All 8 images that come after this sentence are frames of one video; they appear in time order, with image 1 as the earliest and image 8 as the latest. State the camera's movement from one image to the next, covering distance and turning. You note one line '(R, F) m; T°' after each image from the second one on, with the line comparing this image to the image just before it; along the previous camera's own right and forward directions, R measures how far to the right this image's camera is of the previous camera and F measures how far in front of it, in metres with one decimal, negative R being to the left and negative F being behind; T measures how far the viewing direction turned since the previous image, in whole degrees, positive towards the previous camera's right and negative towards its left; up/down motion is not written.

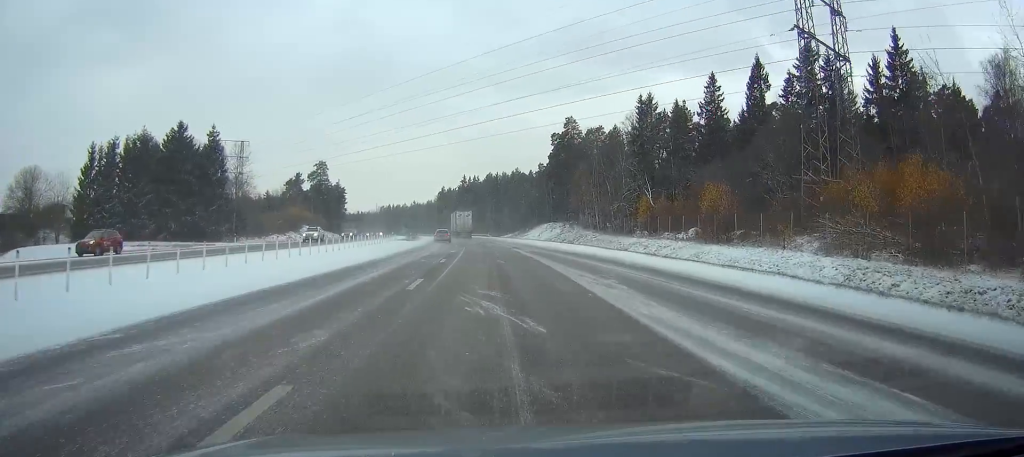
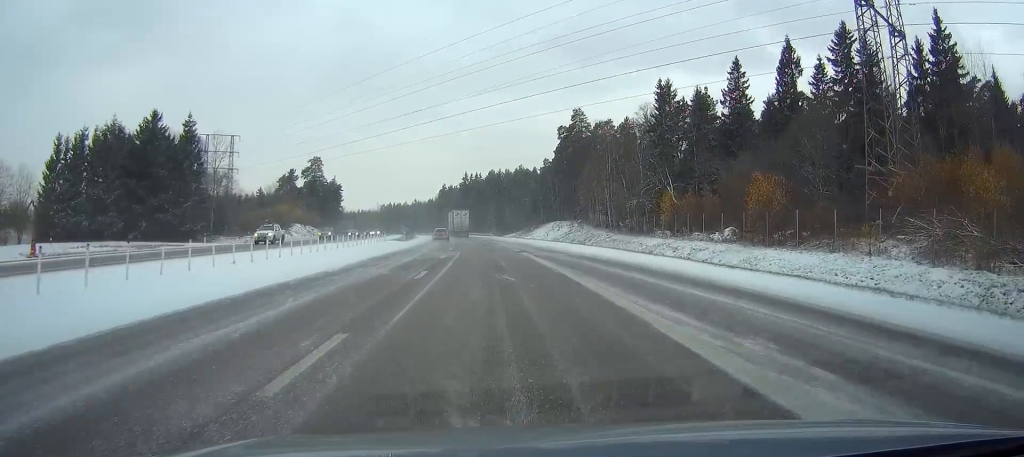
(0.0, +9.3) m; 0°
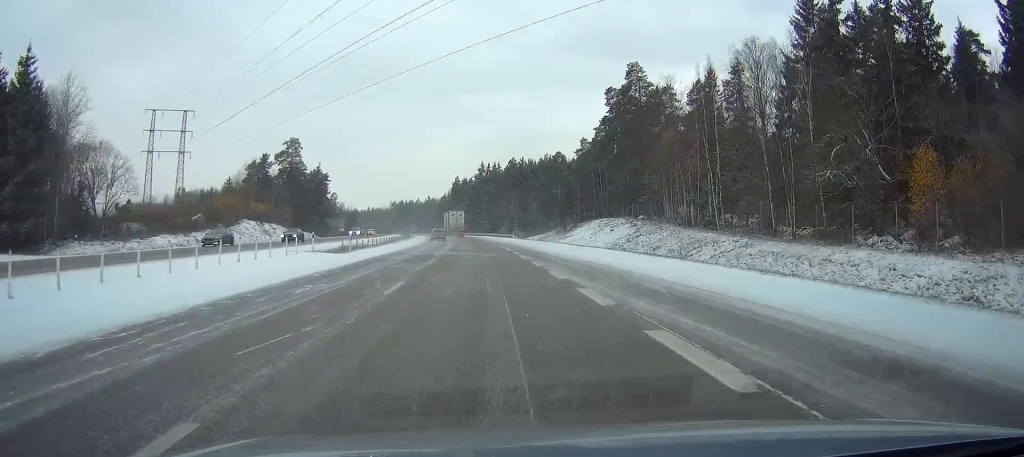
(-0.6, +39.9) m; -1°
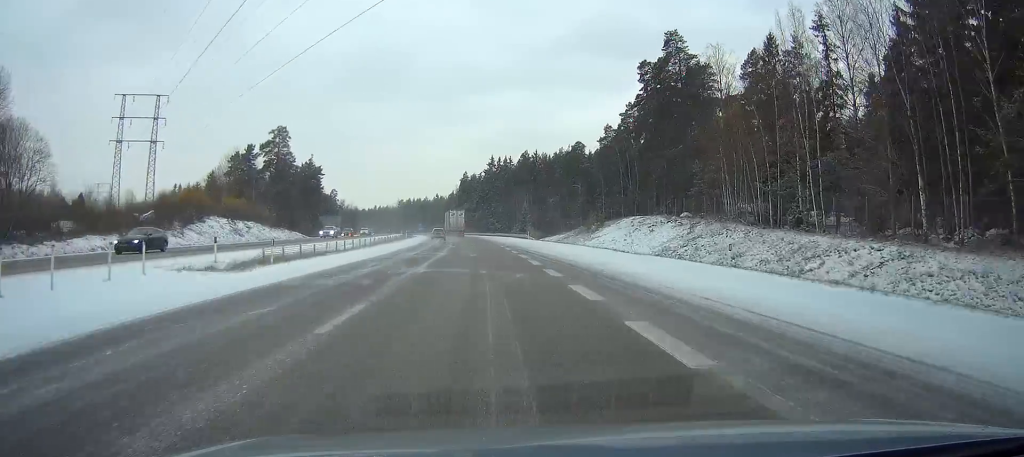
(0.0, +17.0) m; -1°
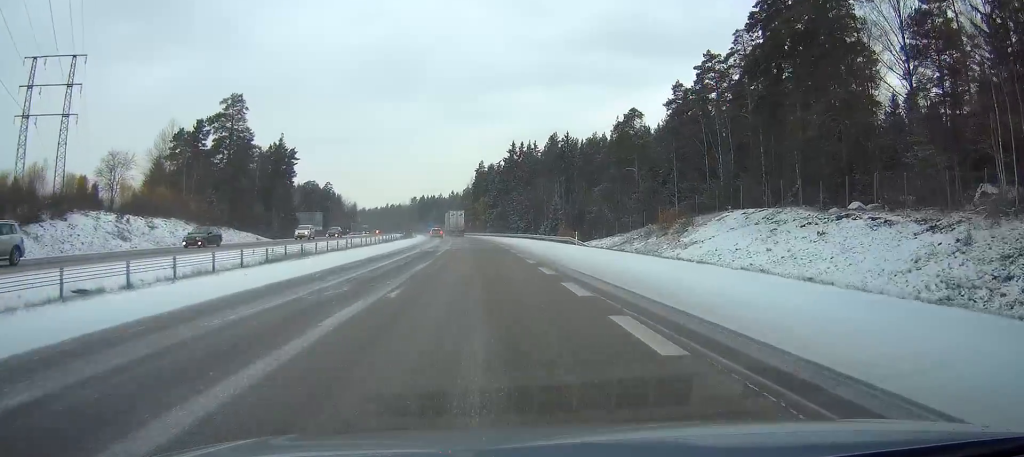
(-0.6, +35.2) m; -2°
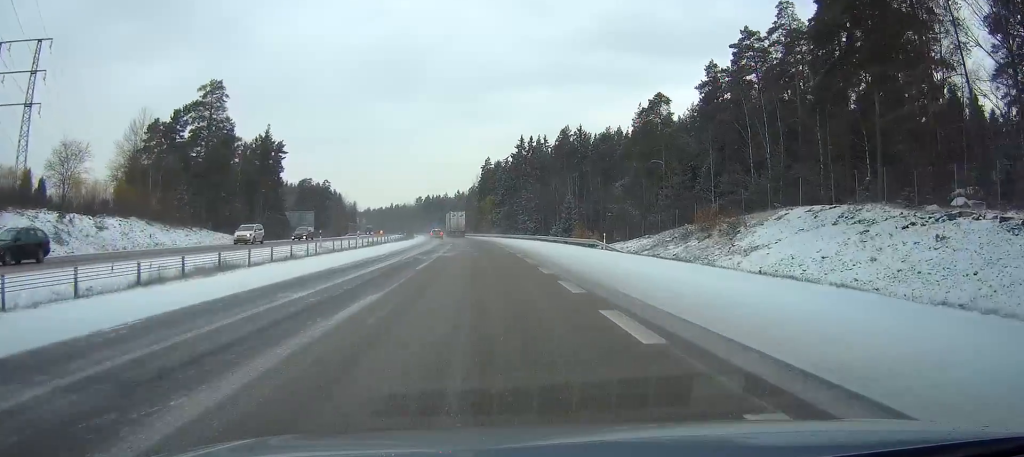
(+0.1, +11.2) m; -1°
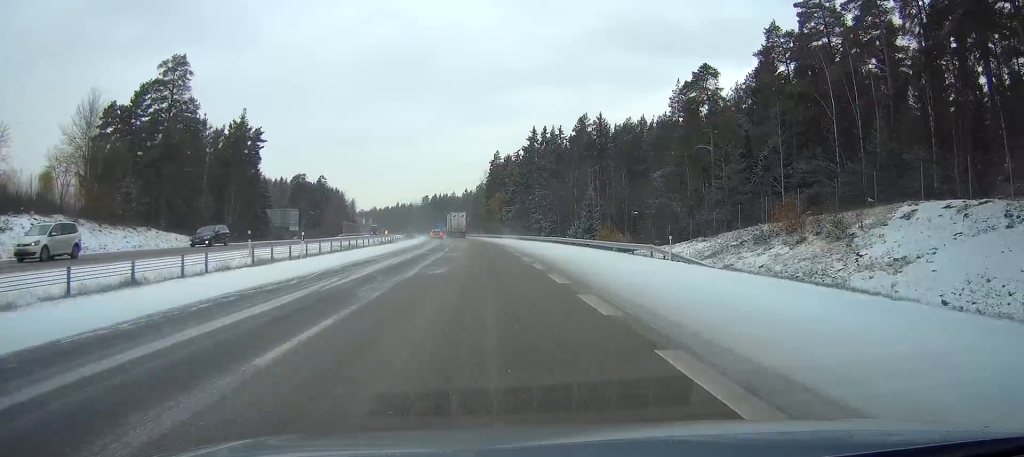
(-0.3, +15.3) m; -1°
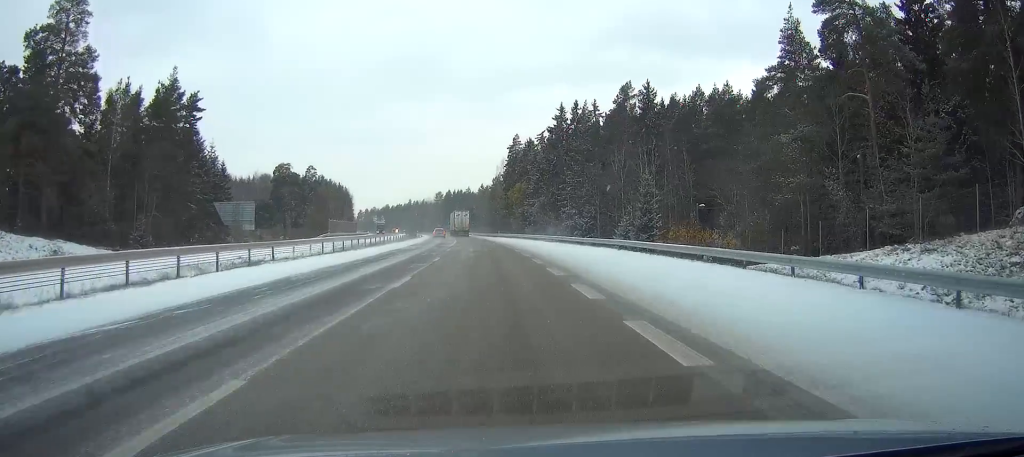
(-0.2, +27.6) m; -1°
